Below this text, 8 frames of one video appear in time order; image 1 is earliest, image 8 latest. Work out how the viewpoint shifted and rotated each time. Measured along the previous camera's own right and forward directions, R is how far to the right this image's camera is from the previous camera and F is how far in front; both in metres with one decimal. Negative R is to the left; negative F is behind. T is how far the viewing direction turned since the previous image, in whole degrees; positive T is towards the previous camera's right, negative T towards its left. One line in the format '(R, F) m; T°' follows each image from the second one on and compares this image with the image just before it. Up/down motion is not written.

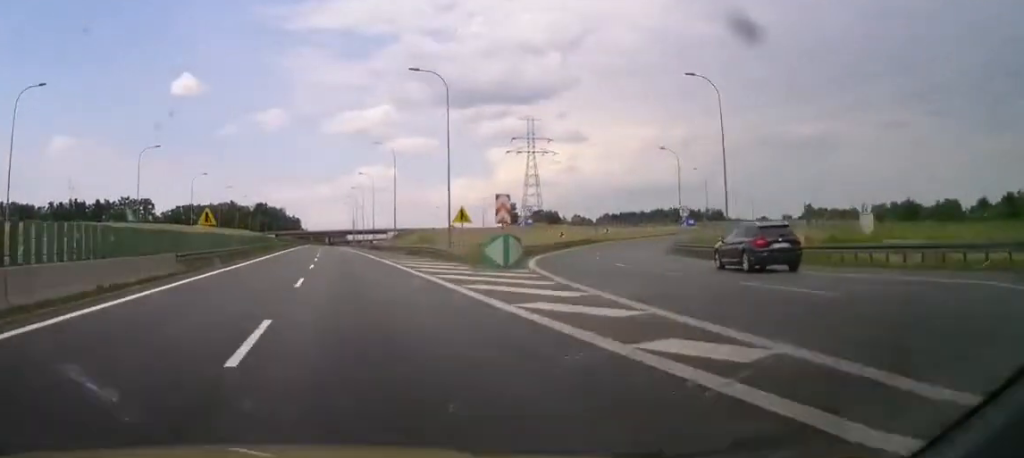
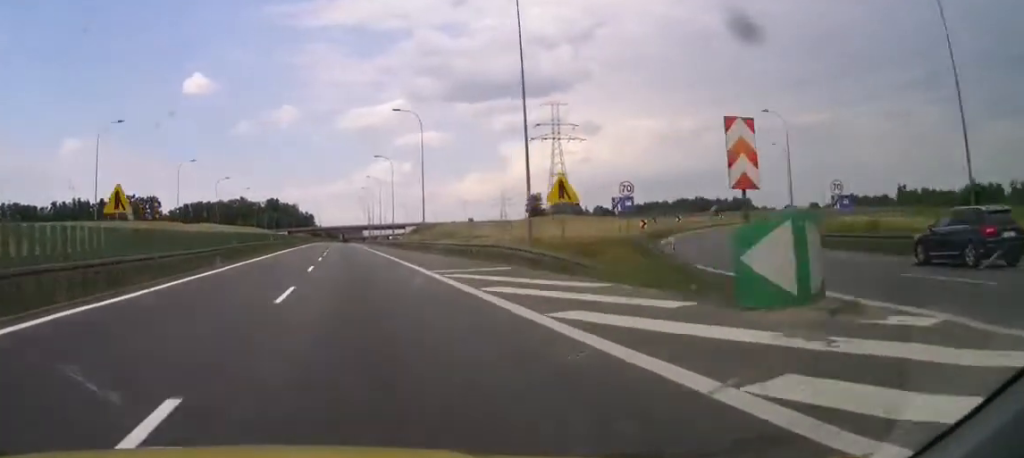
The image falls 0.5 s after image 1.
(-0.1, +18.0) m; -1°
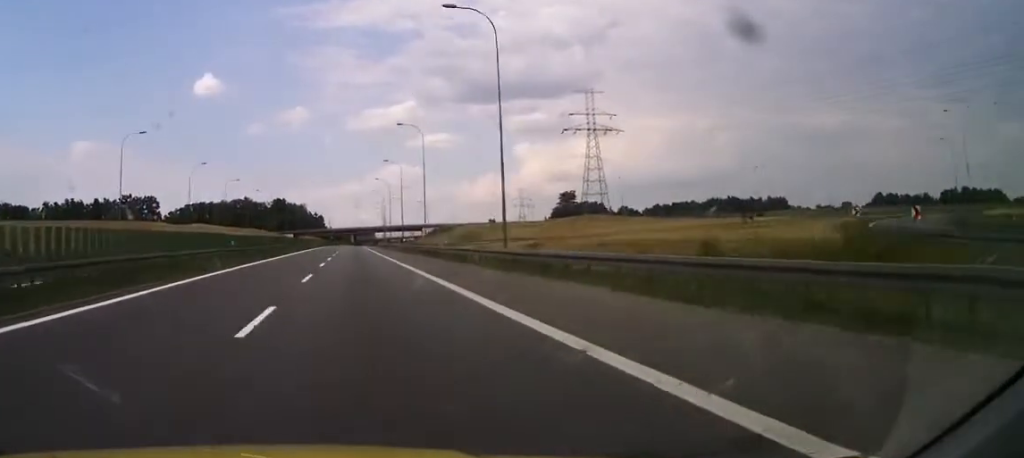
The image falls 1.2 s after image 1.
(-0.3, +29.4) m; -1°
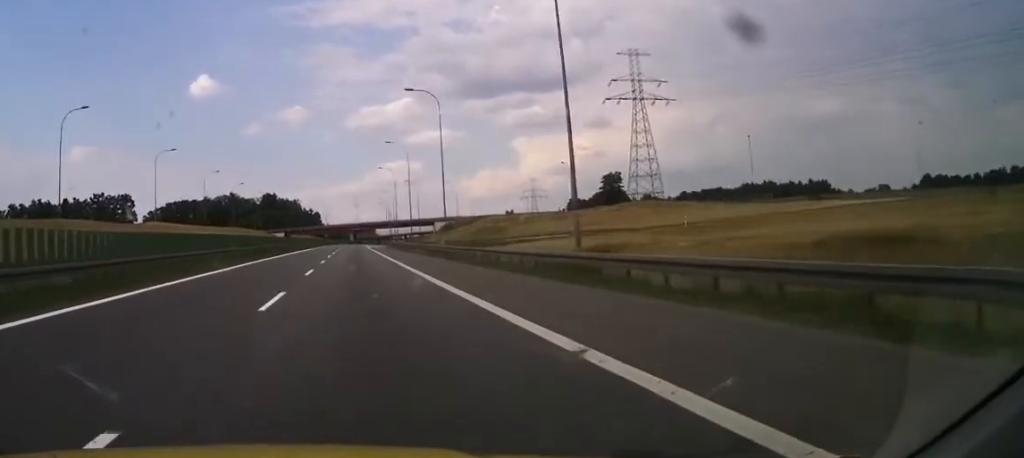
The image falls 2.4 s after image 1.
(-0.4, +45.7) m; -1°
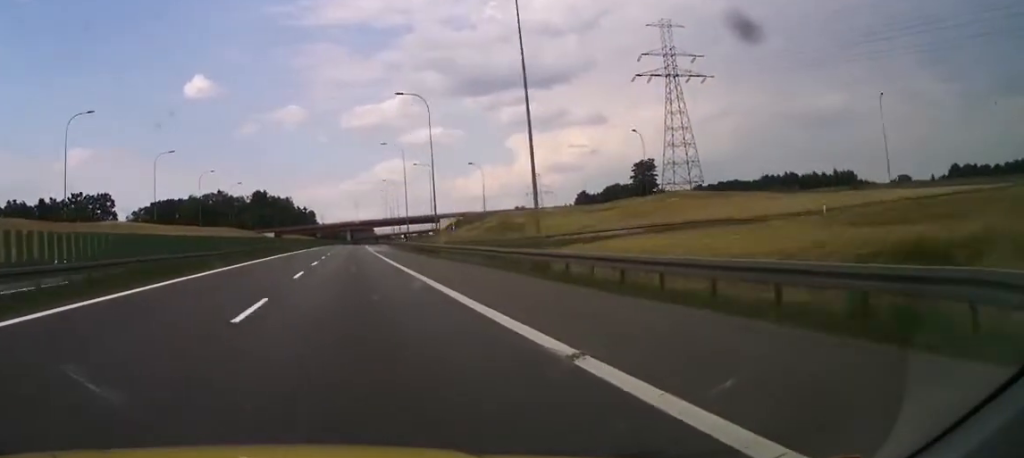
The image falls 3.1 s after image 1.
(0.0, +26.5) m; 0°
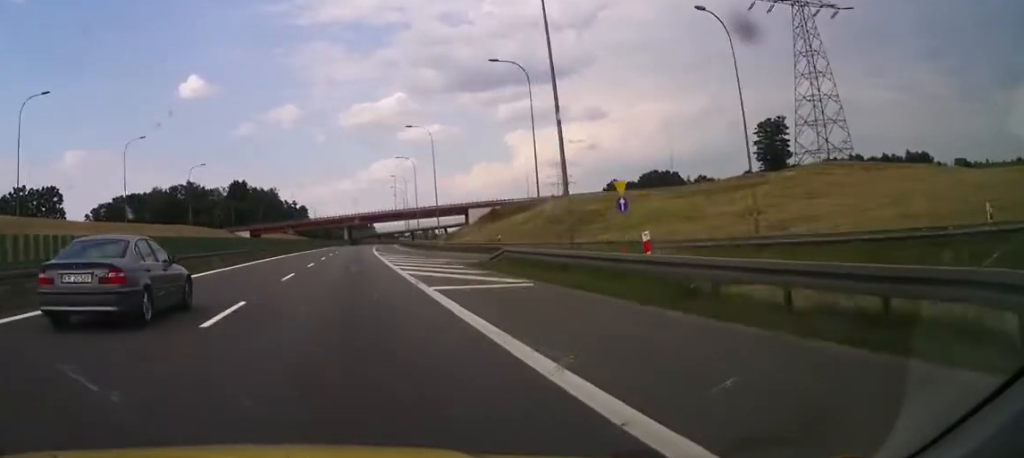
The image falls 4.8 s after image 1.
(0.0, +61.5) m; -1°
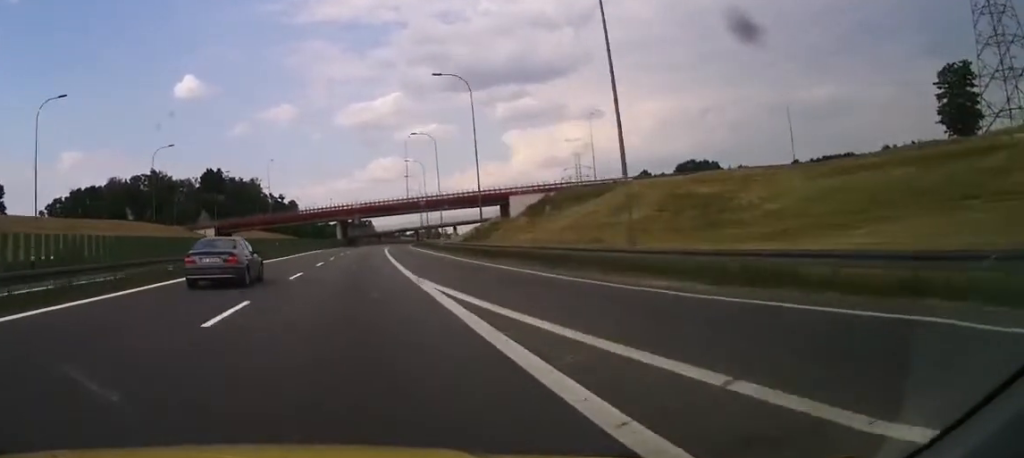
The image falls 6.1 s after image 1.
(-0.9, +48.7) m; -1°
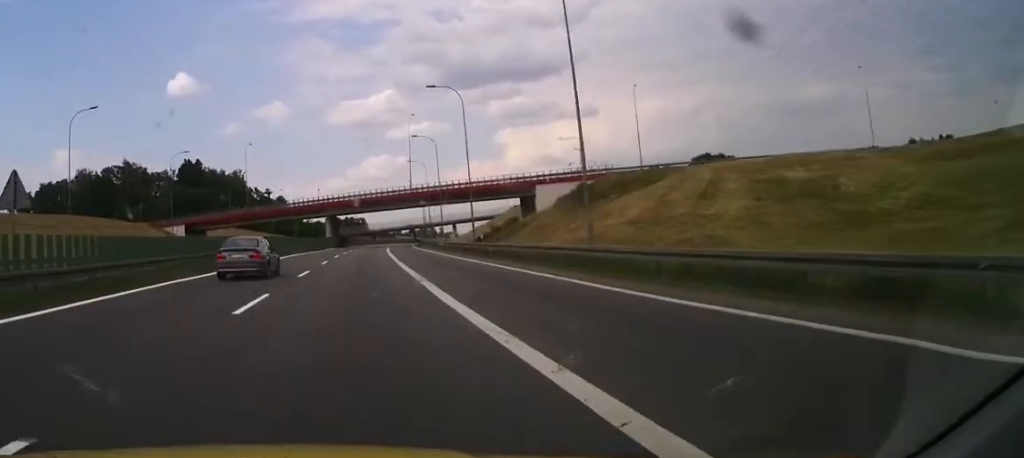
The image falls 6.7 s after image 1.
(0.0, +22.4) m; 0°
